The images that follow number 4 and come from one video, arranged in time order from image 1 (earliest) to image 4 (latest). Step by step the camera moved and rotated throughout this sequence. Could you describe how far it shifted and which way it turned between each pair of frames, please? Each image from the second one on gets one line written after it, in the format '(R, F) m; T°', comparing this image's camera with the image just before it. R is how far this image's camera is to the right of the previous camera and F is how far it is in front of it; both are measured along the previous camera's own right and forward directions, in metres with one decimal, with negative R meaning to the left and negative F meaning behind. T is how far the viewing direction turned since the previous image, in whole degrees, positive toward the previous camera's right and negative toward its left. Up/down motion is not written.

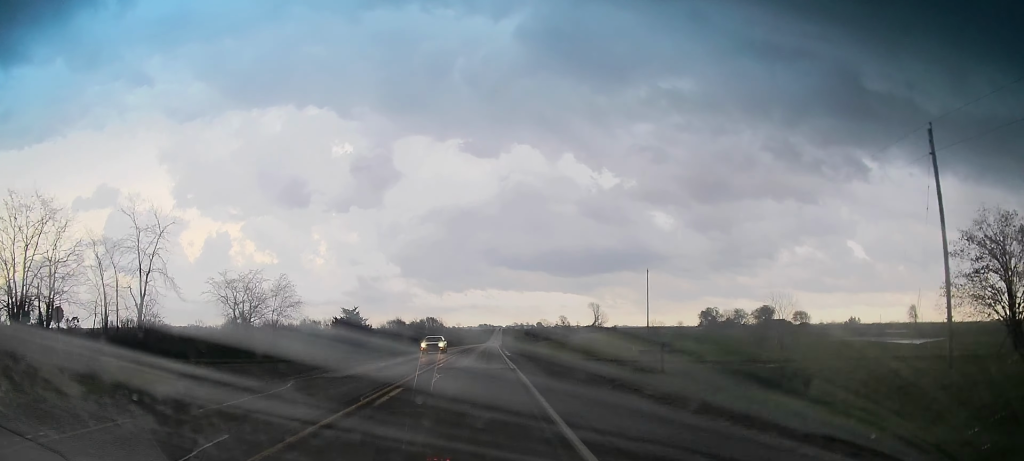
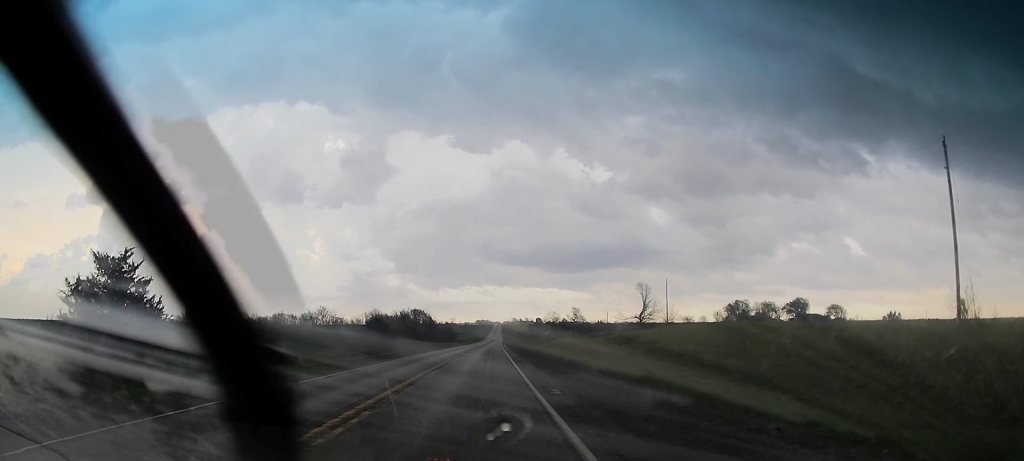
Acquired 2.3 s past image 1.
(+0.8, +65.6) m; +1°
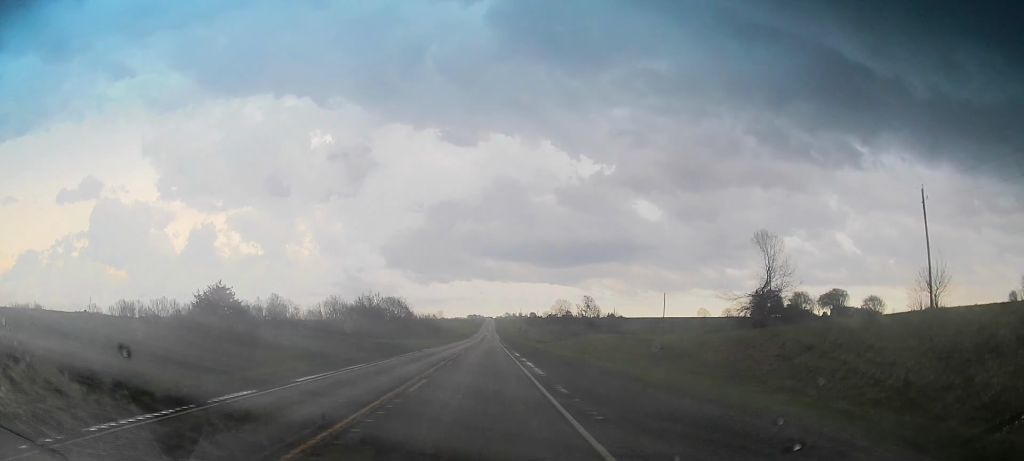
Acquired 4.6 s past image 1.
(-0.6, +65.7) m; -1°
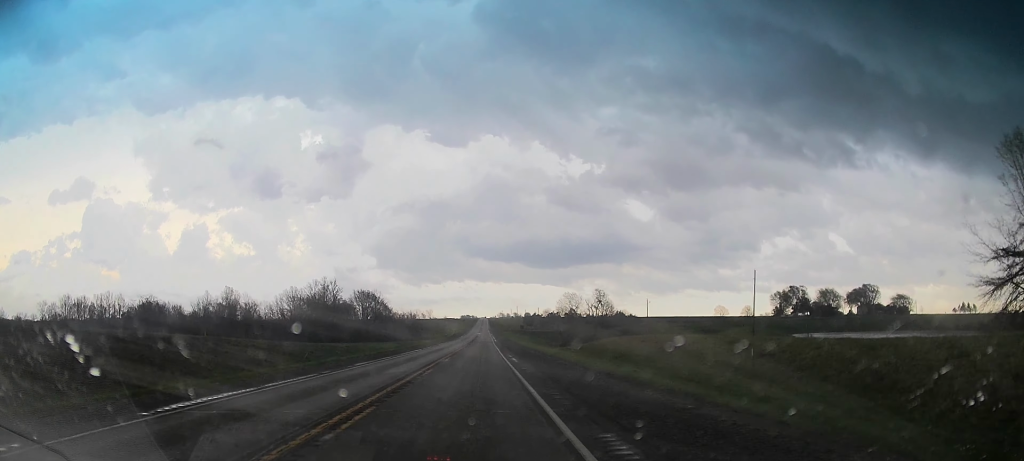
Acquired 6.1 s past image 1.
(+0.4, +42.7) m; +1°
